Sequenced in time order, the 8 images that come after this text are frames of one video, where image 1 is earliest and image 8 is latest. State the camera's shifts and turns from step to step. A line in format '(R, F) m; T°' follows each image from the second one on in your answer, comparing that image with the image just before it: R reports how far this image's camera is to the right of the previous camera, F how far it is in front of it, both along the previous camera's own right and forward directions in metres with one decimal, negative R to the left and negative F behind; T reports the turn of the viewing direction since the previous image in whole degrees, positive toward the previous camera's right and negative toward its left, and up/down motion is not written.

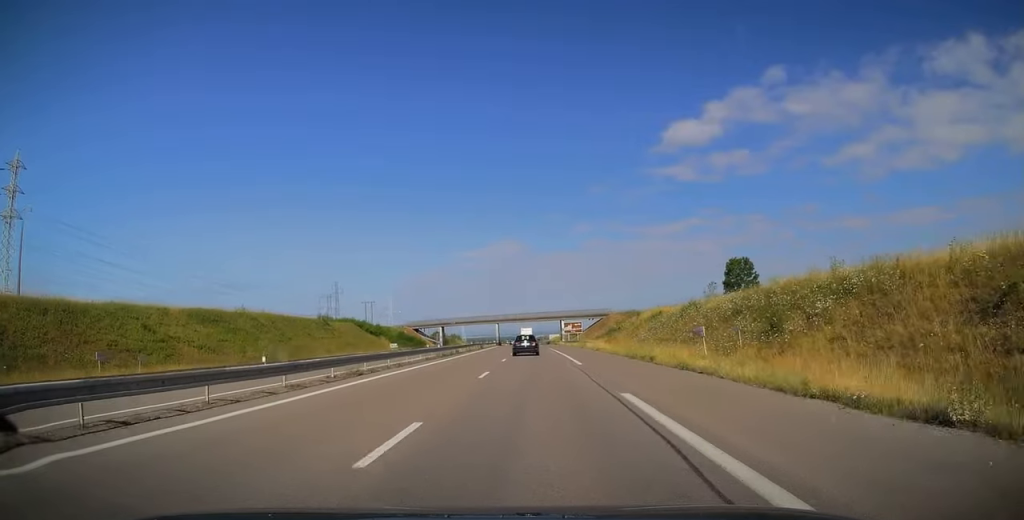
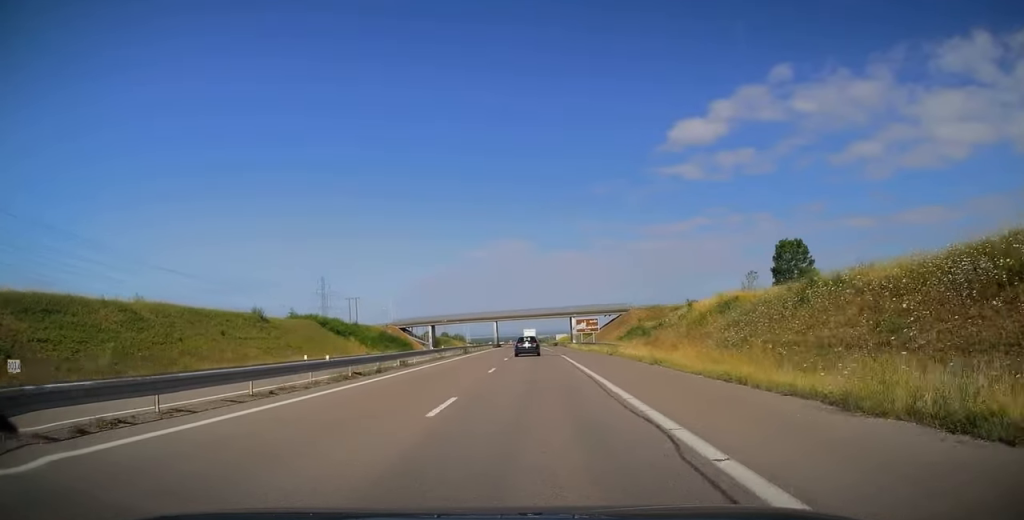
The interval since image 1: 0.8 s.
(-0.2, +21.8) m; -1°
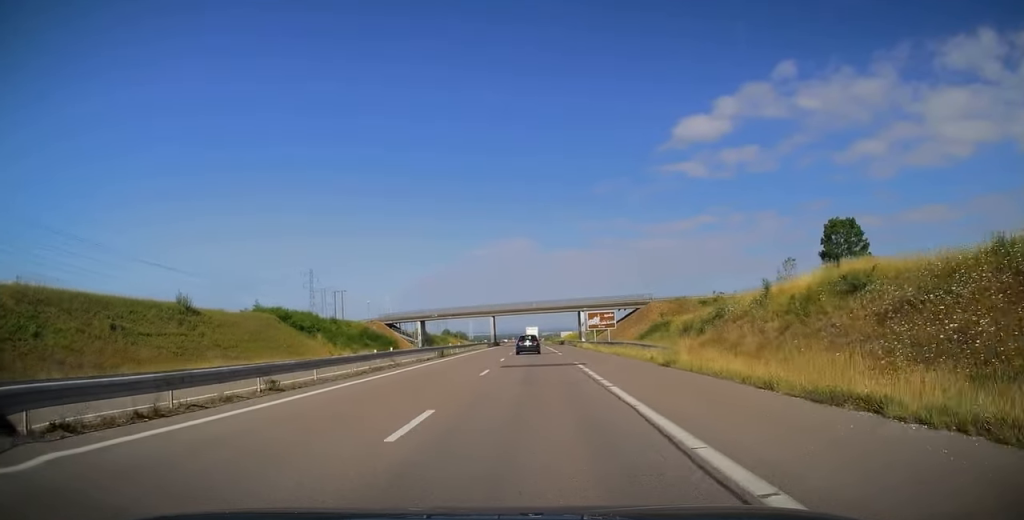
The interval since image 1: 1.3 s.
(-0.2, +15.5) m; 0°
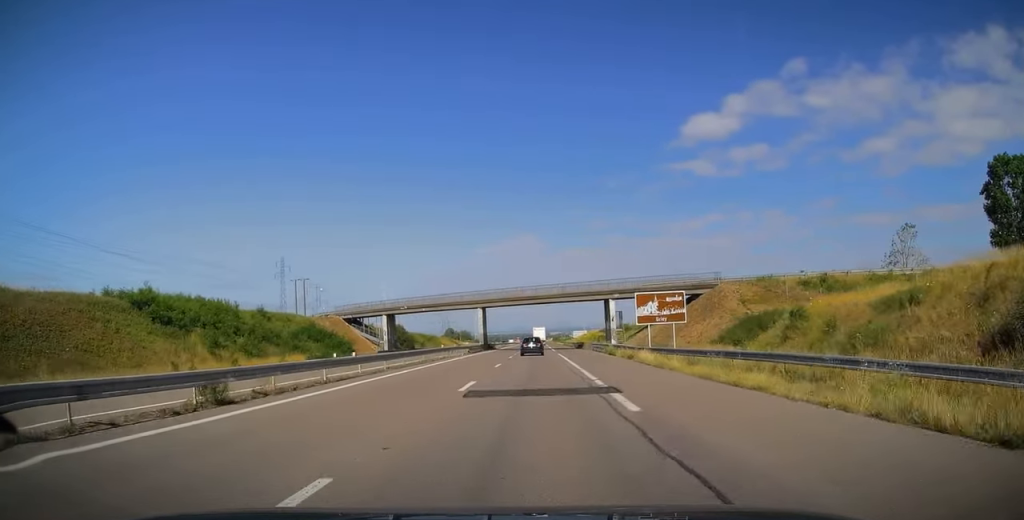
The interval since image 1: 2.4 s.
(0.0, +31.0) m; -1°
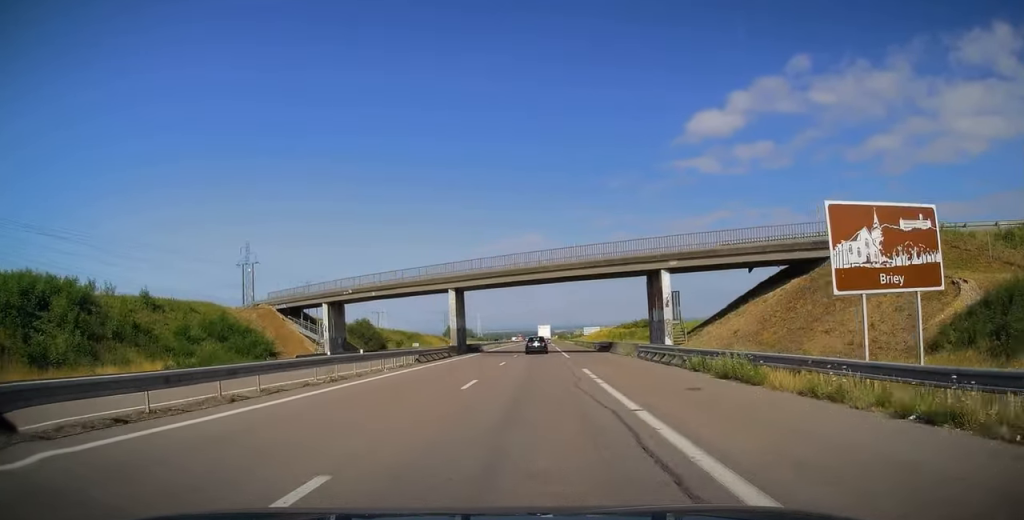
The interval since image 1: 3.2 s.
(-0.3, +25.8) m; 0°
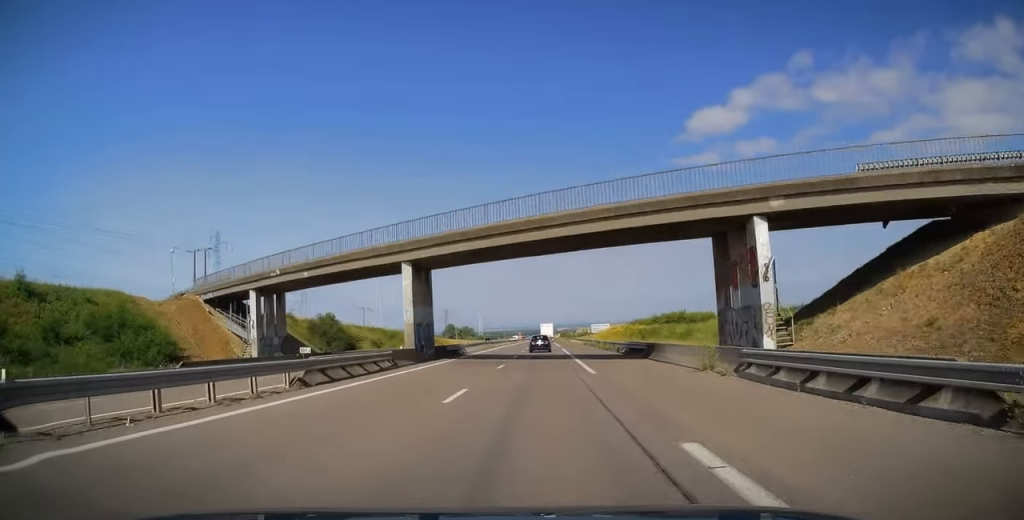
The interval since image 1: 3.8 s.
(0.0, +16.6) m; 0°
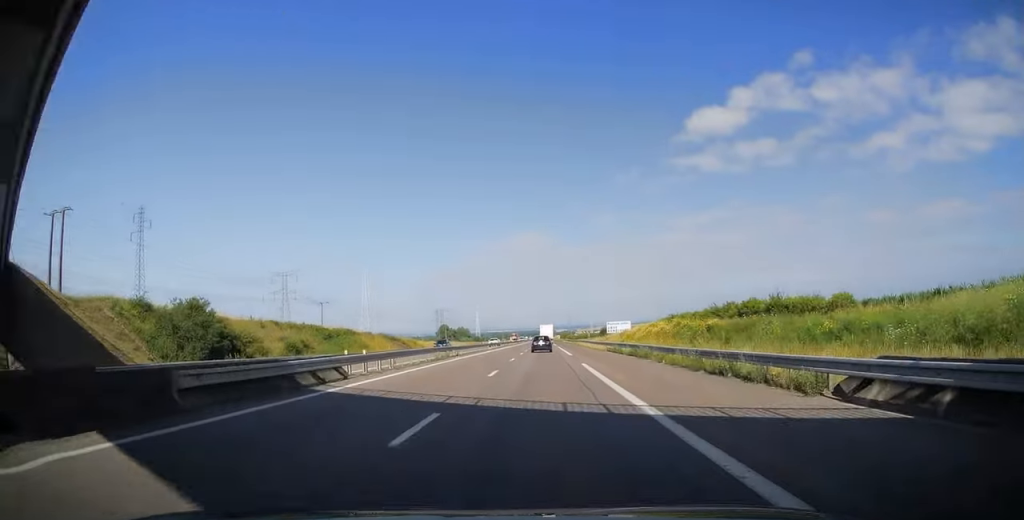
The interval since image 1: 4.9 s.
(+0.1, +31.4) m; 0°
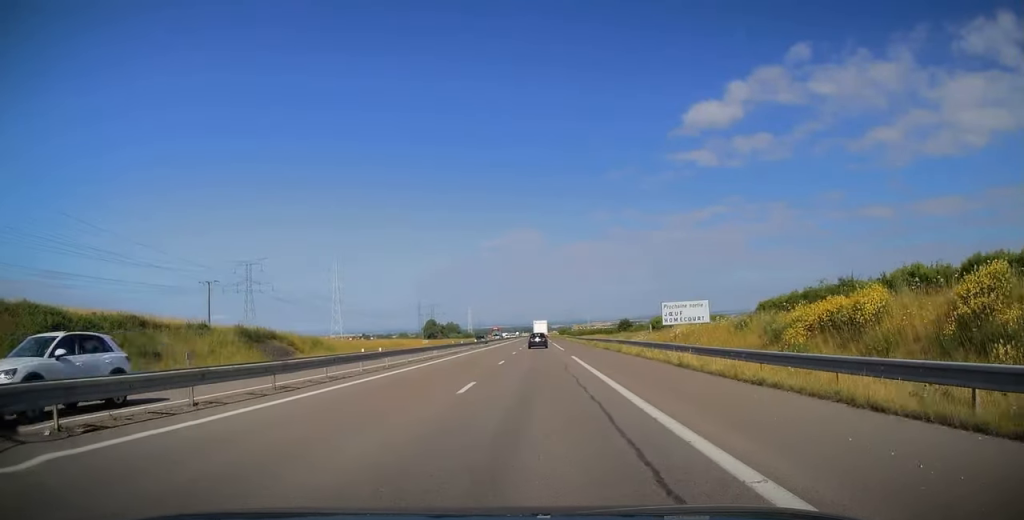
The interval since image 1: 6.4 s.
(+0.1, +46.6) m; +1°
